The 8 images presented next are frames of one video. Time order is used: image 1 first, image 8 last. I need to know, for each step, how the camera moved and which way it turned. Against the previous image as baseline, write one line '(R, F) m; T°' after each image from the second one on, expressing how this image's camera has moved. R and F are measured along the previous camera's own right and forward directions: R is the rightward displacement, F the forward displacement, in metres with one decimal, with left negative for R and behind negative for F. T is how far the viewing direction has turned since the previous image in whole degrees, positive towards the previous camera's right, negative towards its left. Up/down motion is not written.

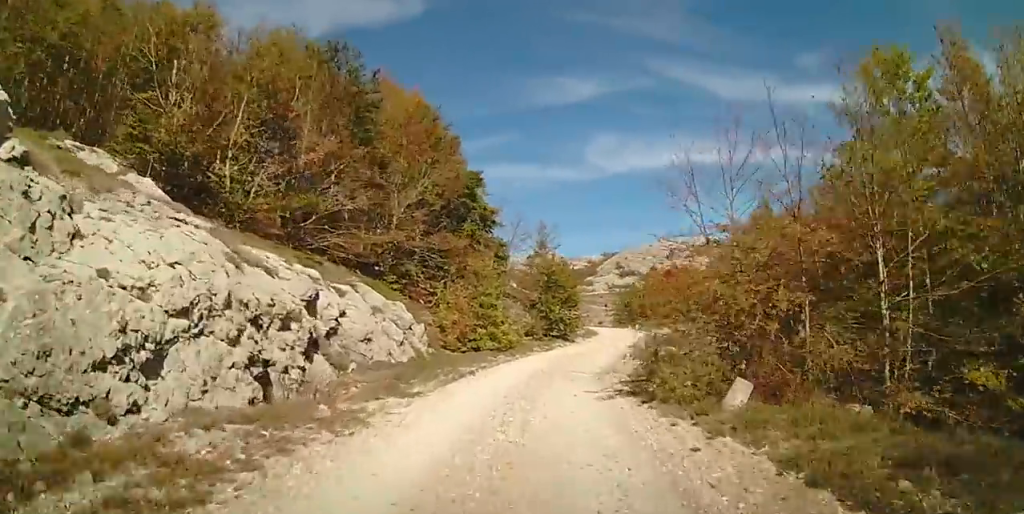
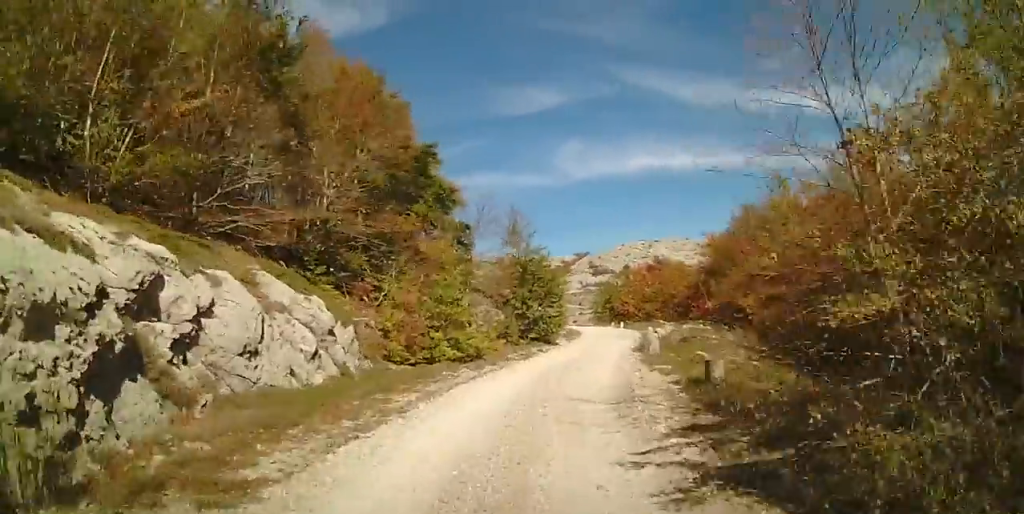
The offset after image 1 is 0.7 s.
(-0.1, +5.4) m; +4°
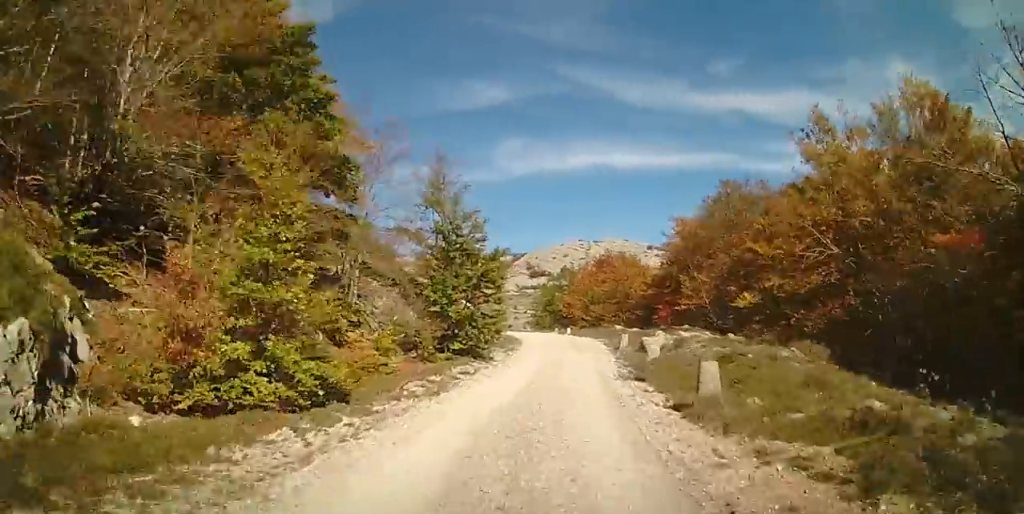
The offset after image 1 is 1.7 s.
(+0.7, +8.2) m; +6°
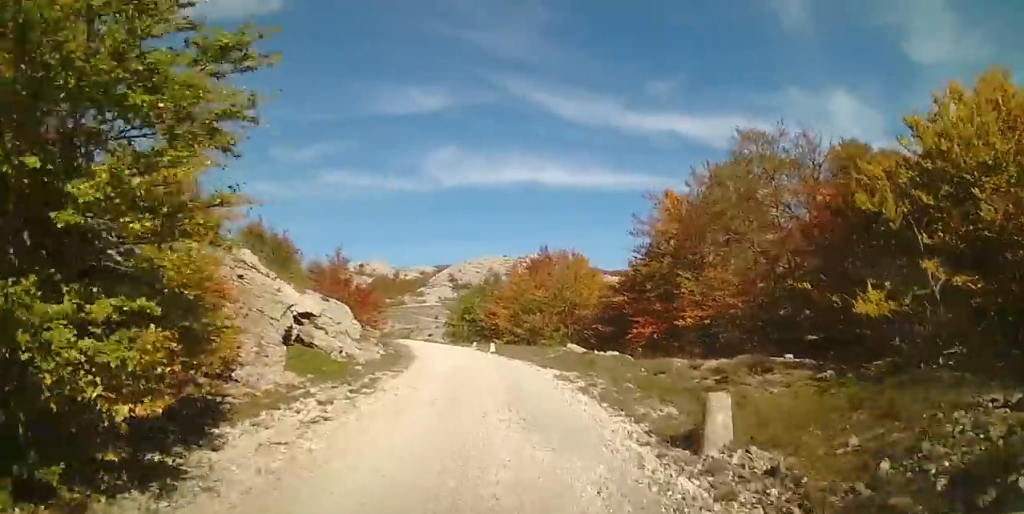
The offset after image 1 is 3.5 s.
(+0.8, +14.4) m; +4°
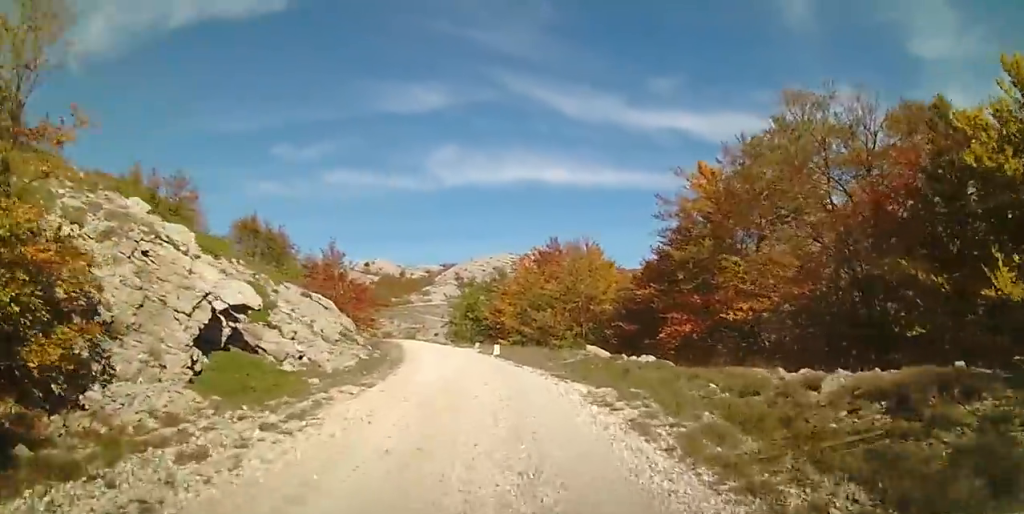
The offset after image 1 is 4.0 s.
(0.0, +4.0) m; -1°
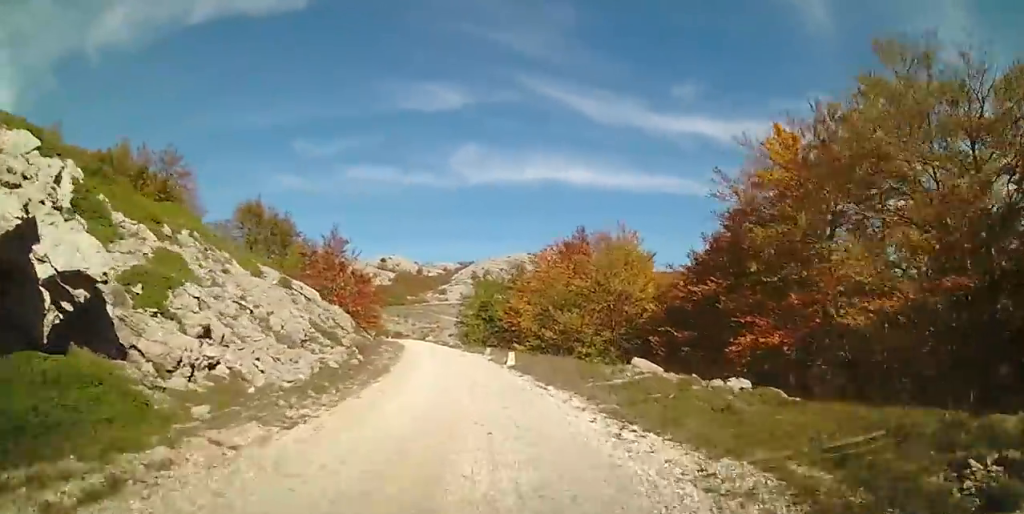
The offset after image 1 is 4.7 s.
(-0.2, +5.1) m; -2°
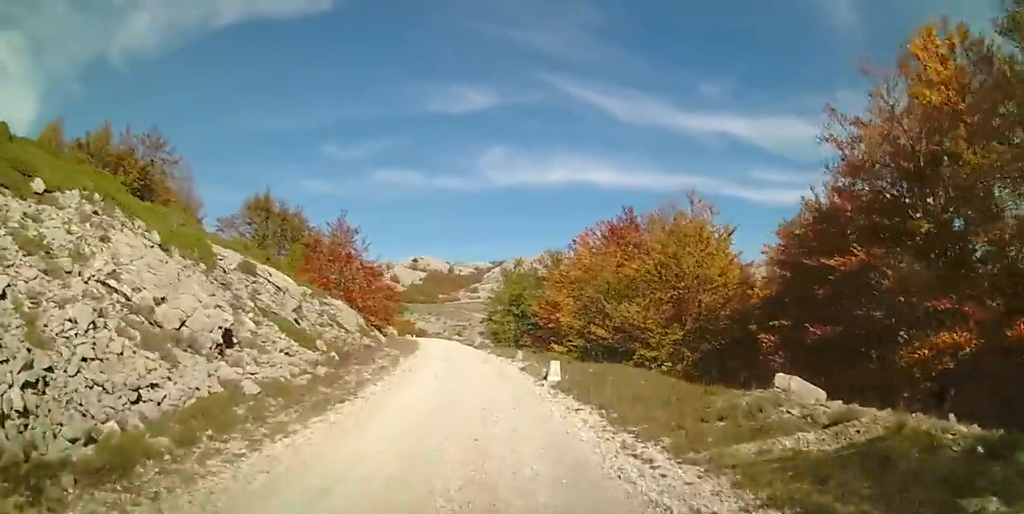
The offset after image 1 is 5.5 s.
(-0.1, +6.8) m; -2°
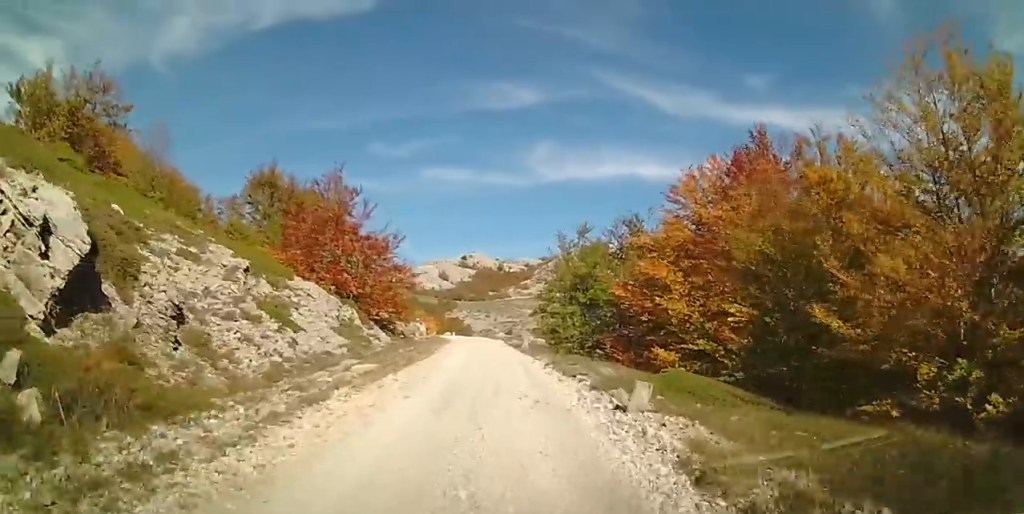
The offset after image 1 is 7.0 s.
(-0.5, +13.3) m; -4°
